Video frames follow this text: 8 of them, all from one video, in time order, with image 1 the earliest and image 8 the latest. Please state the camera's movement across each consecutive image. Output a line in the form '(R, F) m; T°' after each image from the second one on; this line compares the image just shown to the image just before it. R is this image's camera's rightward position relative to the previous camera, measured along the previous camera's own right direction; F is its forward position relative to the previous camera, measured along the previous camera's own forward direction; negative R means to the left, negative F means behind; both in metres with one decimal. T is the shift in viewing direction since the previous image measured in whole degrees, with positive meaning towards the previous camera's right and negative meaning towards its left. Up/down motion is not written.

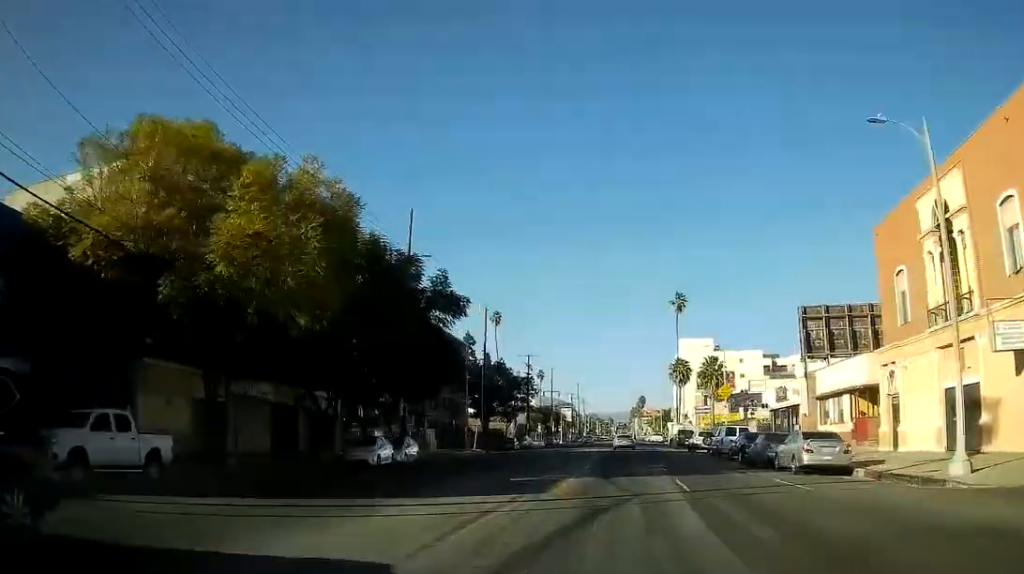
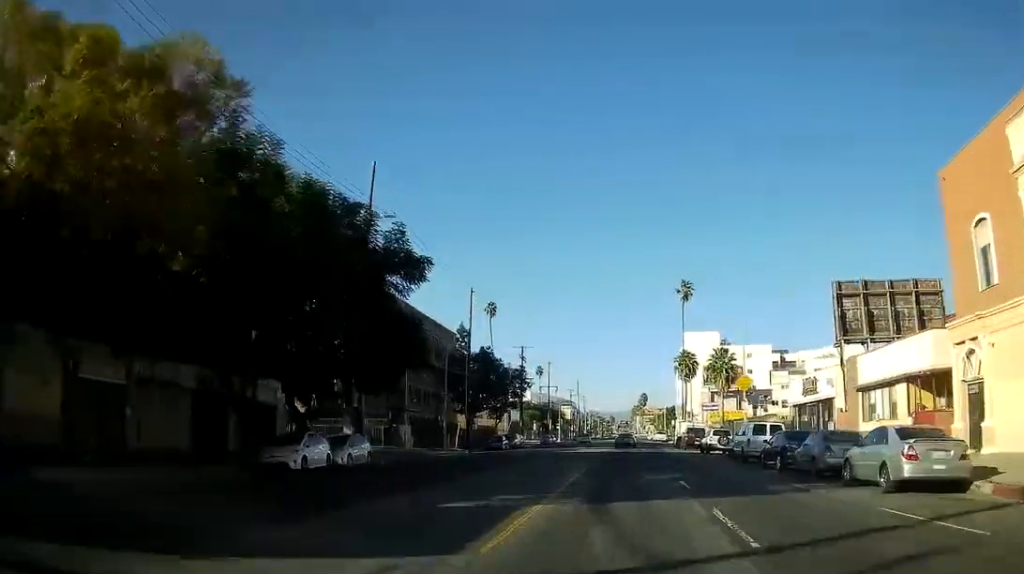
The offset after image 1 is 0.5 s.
(0.0, +8.2) m; 0°
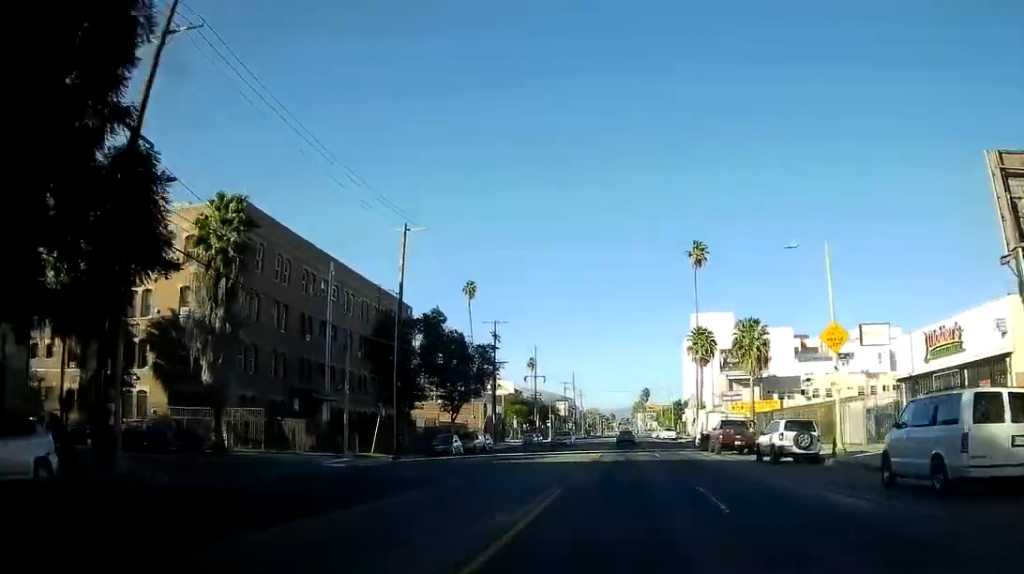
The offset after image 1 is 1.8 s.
(0.0, +21.4) m; 0°
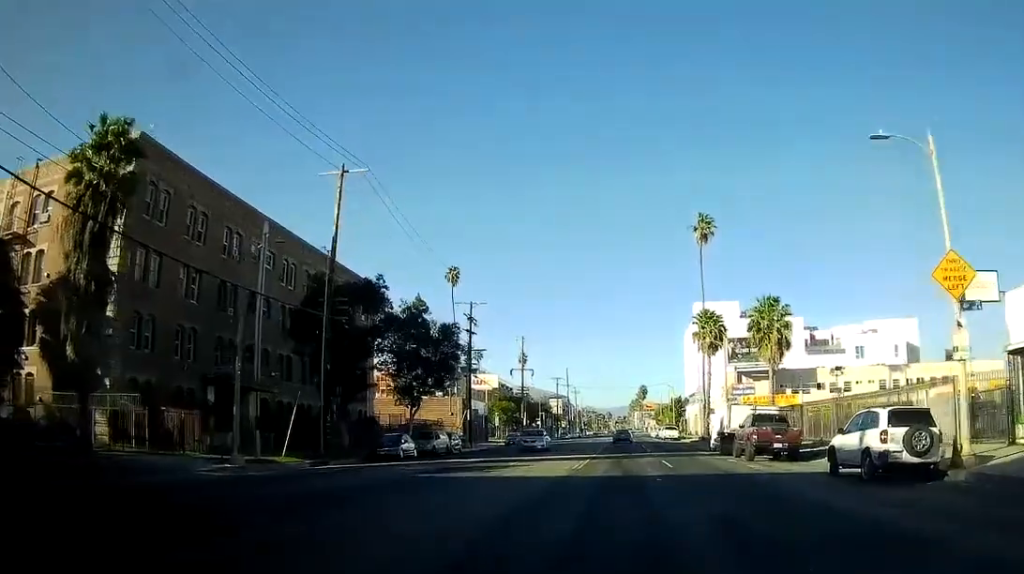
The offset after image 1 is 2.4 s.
(0.0, +10.9) m; 0°
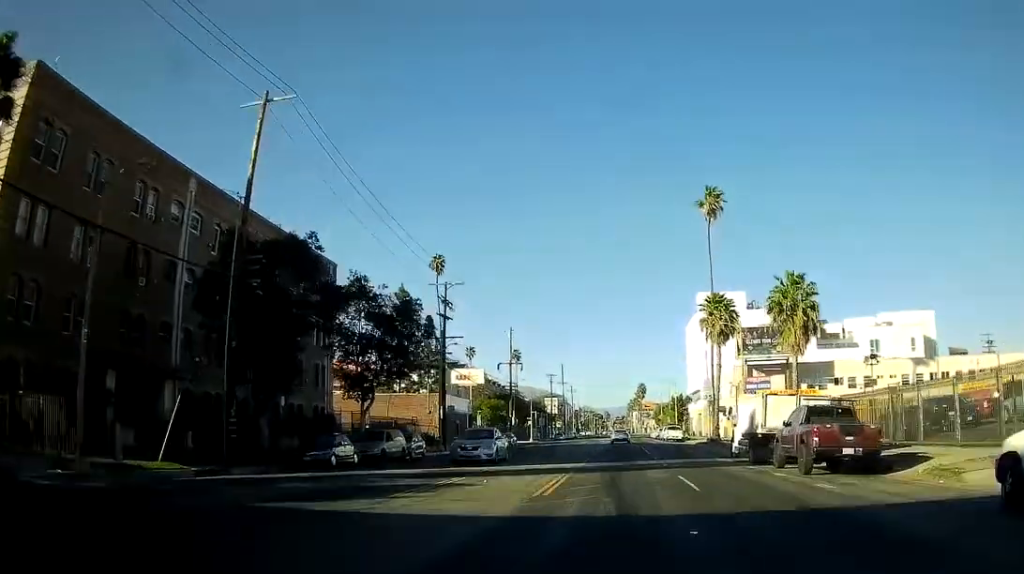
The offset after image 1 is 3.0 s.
(0.0, +9.9) m; 0°
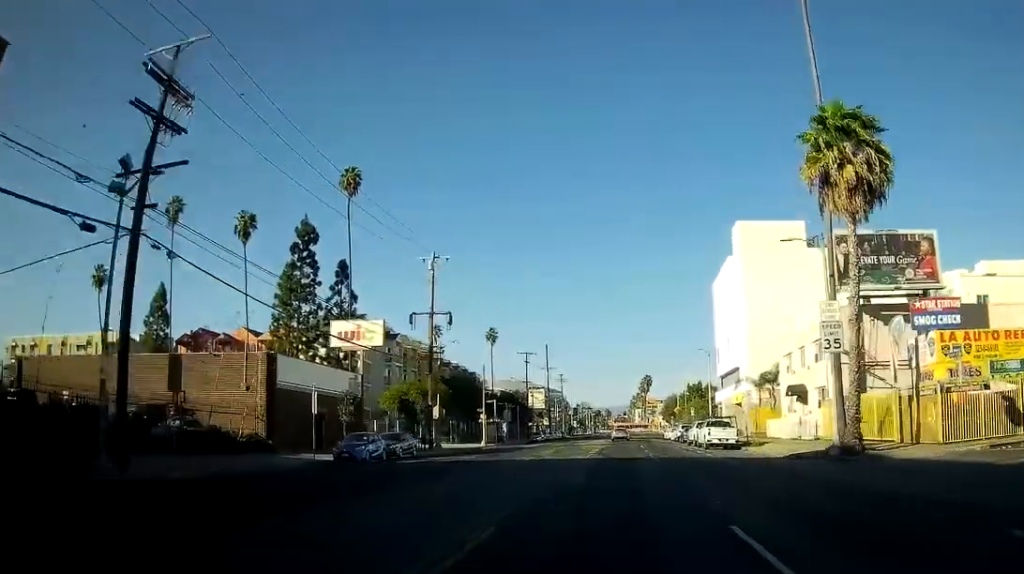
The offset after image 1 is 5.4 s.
(0.0, +41.8) m; 0°
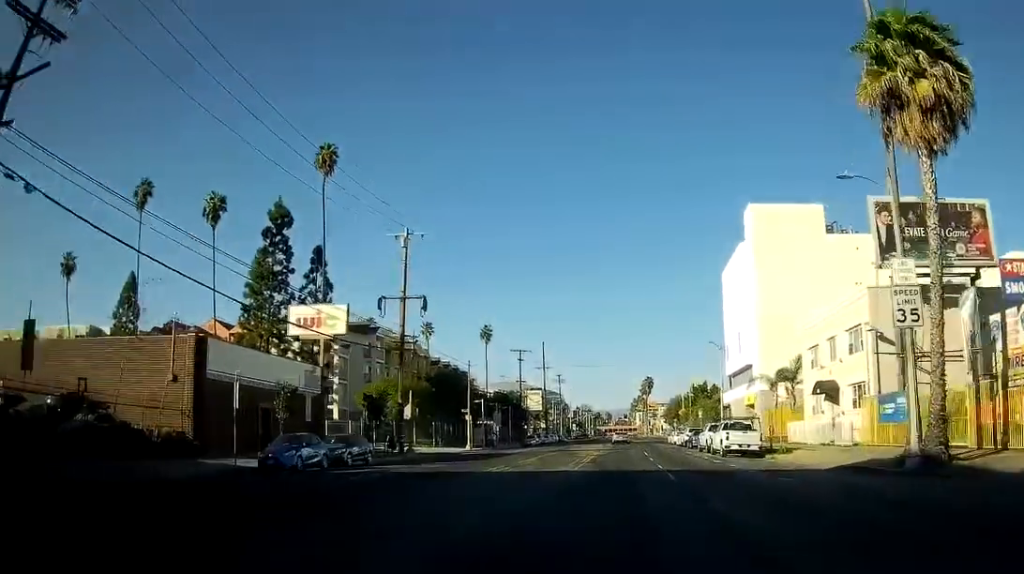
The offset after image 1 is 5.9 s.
(0.0, +7.7) m; 0°
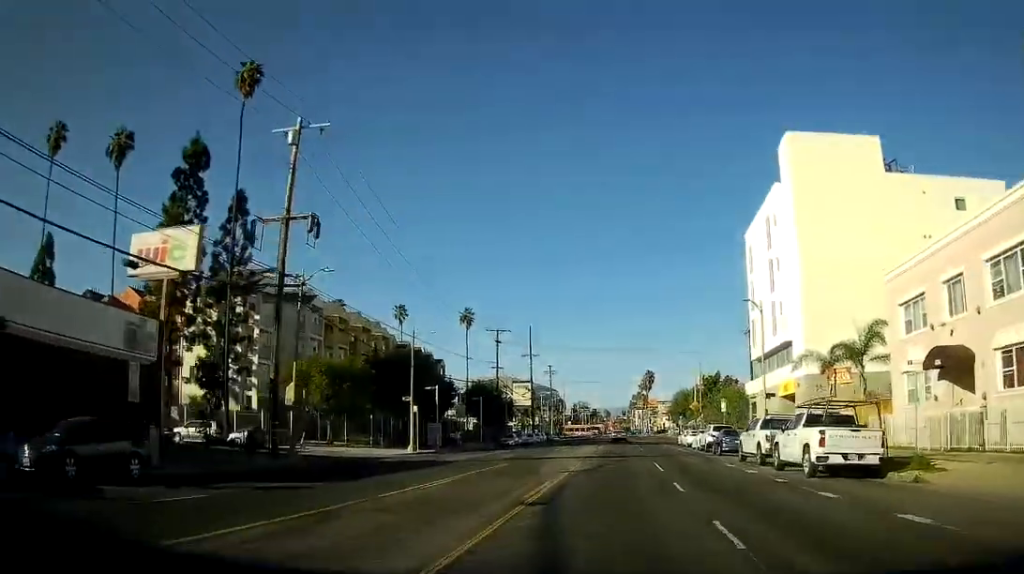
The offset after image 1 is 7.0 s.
(0.0, +19.0) m; 0°
